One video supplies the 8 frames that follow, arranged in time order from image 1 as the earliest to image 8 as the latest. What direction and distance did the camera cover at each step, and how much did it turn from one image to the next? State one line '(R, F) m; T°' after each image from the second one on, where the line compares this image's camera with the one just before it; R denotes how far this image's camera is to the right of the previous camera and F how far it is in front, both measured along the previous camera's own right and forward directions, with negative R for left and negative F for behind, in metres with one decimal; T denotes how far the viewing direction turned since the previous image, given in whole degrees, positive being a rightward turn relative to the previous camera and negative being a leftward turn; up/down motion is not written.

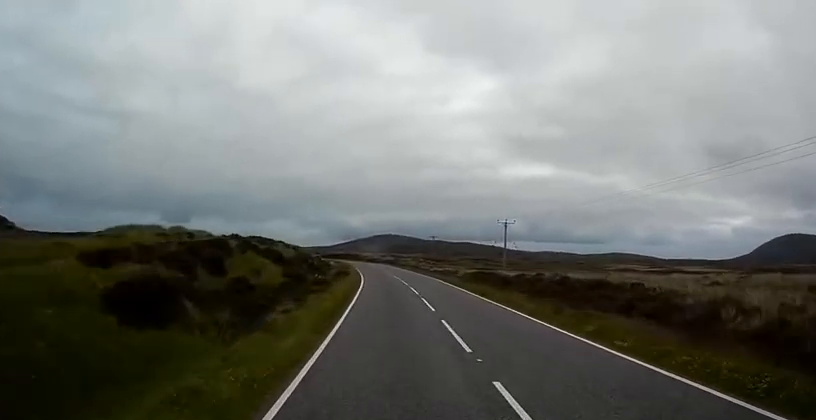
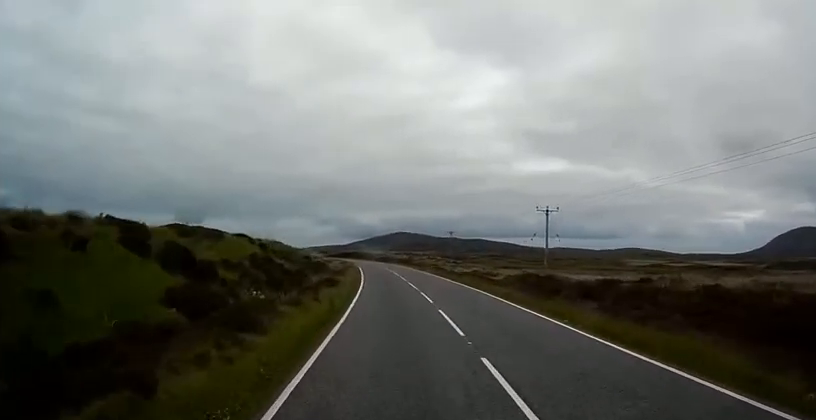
(-0.4, +17.0) m; -2°
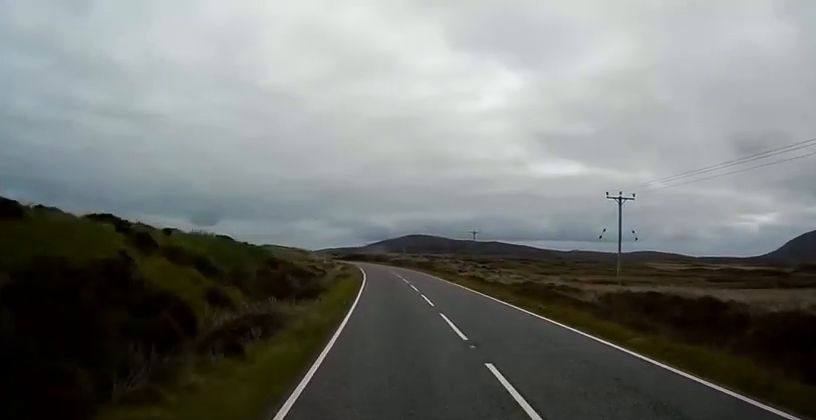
(-0.1, +18.8) m; -2°
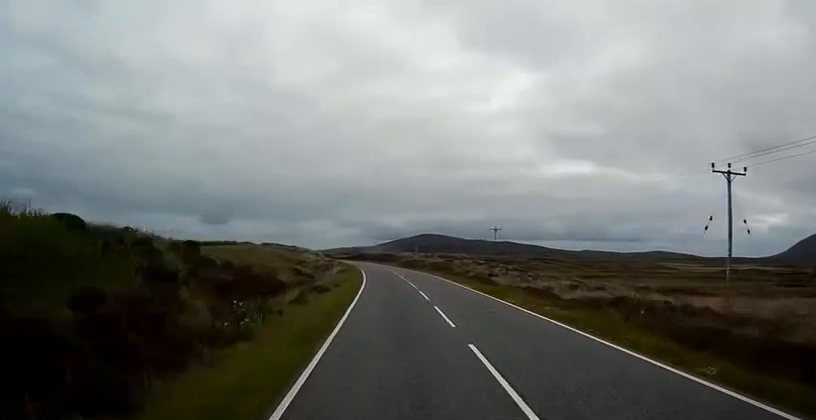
(-0.2, +15.3) m; -2°
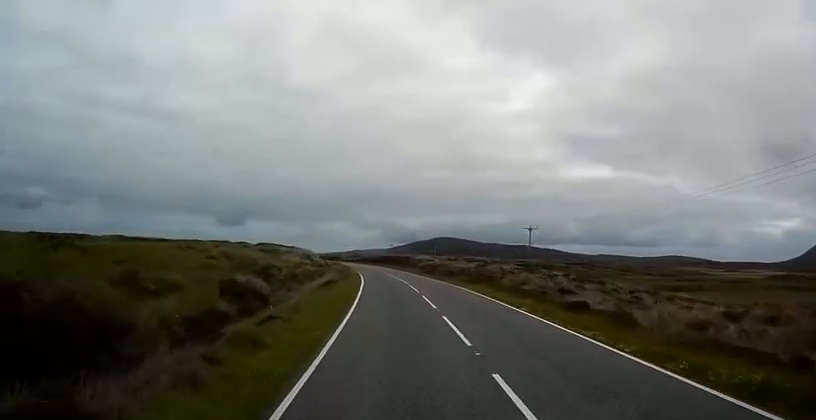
(-0.6, +20.4) m; -2°
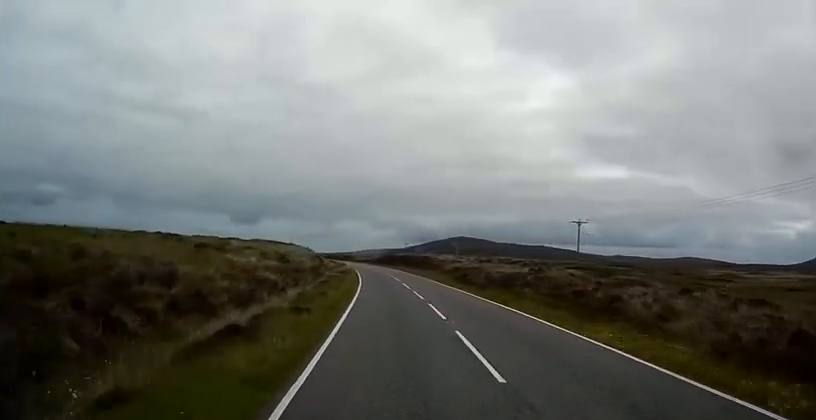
(0.0, +20.2) m; 0°
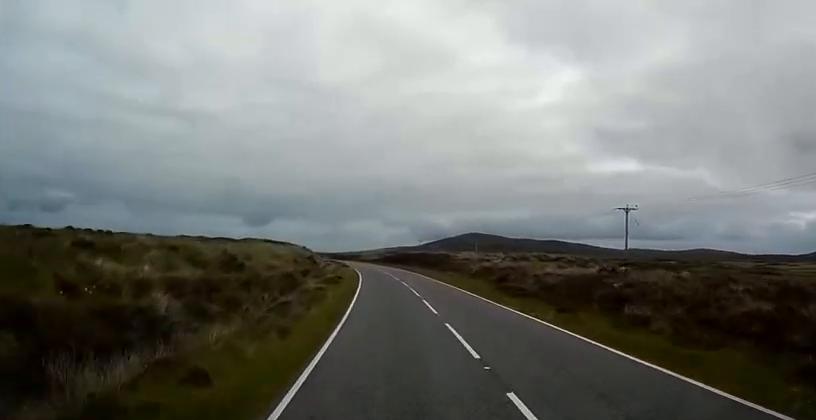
(0.0, +14.6) m; 0°
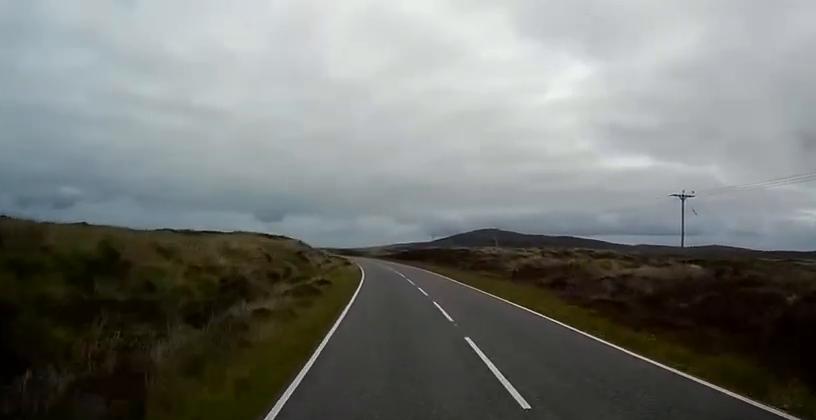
(0.0, +11.8) m; 0°
